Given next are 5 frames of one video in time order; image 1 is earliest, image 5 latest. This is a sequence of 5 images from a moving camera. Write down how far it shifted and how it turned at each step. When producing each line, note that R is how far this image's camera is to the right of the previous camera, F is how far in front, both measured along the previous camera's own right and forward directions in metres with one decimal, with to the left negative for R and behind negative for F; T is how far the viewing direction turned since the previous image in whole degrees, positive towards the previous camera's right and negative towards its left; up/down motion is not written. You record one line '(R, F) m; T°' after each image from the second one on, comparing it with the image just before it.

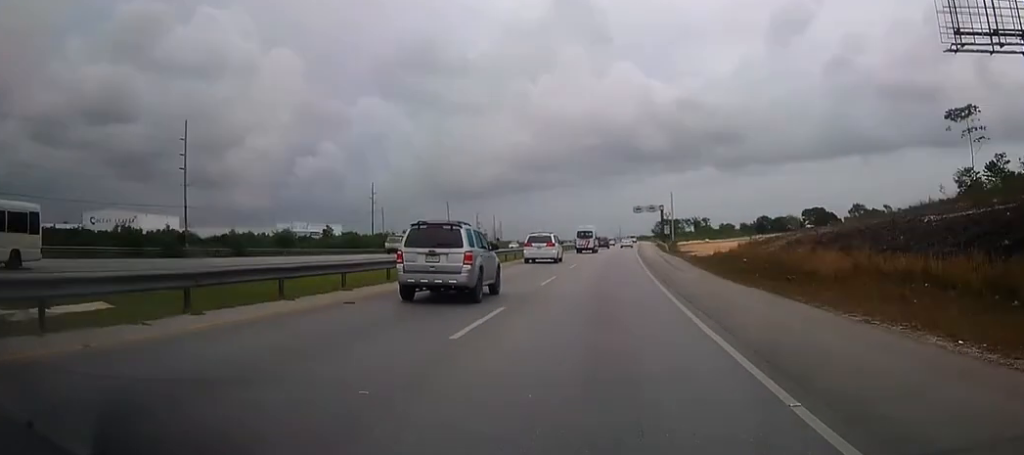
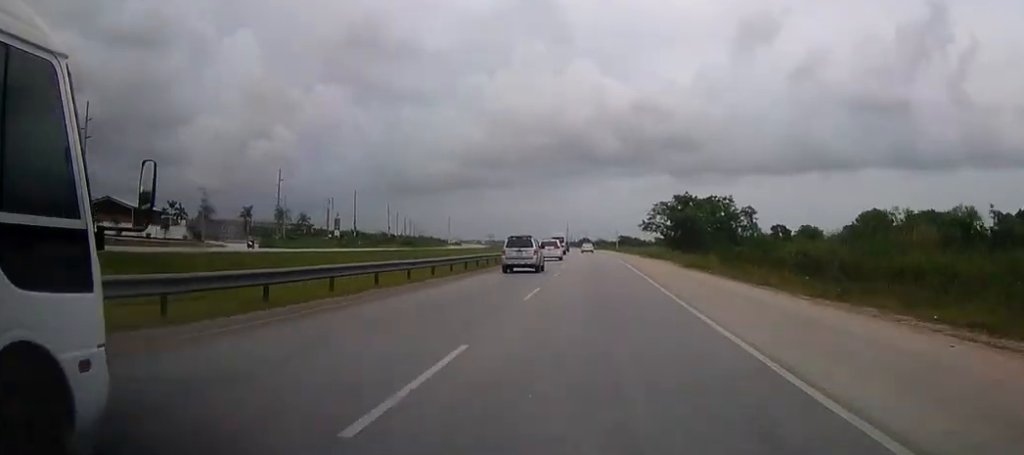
(+8.2, +169.1) m; +3°
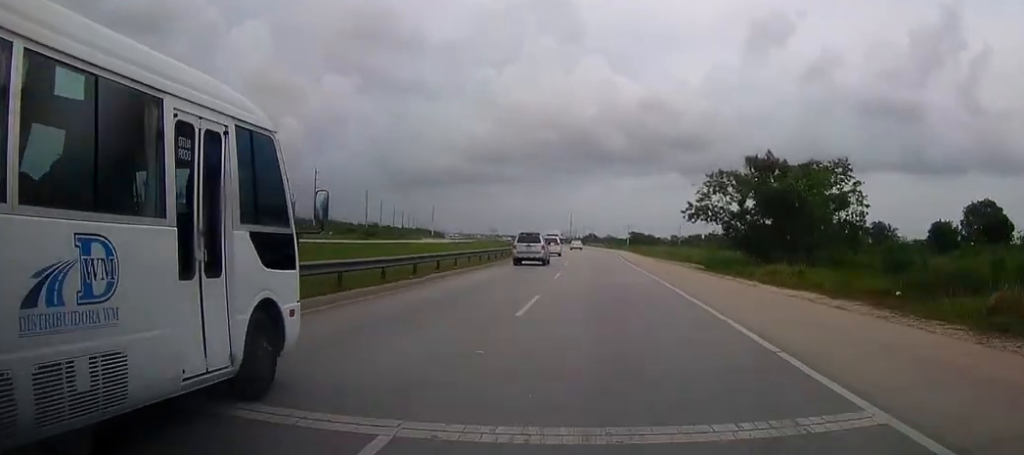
(-0.2, +42.3) m; -1°
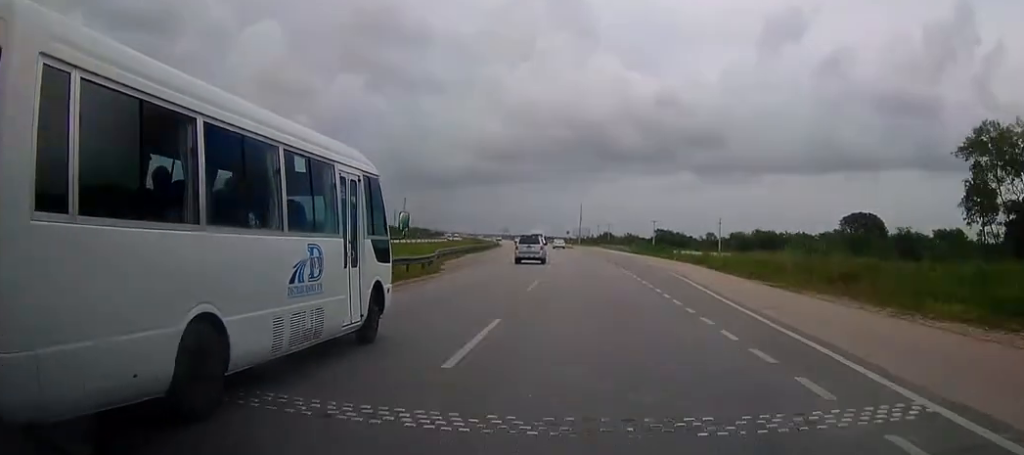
(-0.4, +57.0) m; -2°
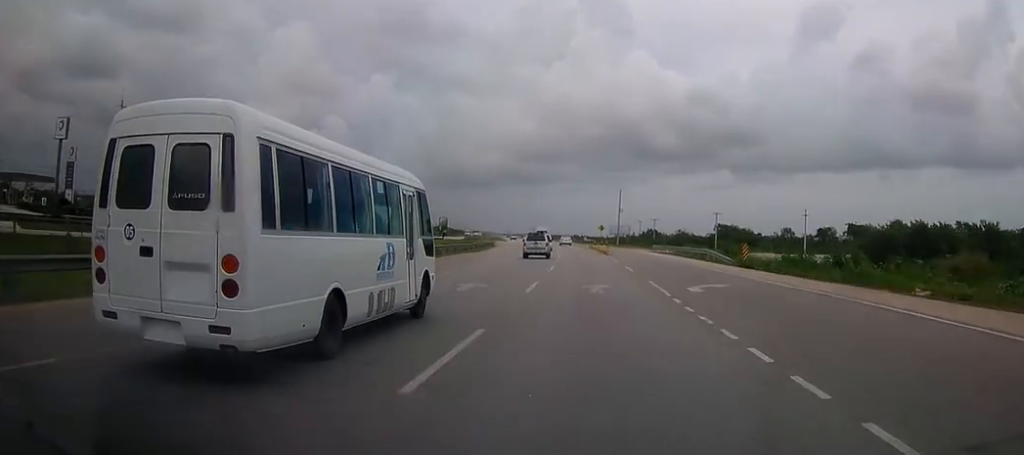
(-0.8, +52.0) m; -2°
